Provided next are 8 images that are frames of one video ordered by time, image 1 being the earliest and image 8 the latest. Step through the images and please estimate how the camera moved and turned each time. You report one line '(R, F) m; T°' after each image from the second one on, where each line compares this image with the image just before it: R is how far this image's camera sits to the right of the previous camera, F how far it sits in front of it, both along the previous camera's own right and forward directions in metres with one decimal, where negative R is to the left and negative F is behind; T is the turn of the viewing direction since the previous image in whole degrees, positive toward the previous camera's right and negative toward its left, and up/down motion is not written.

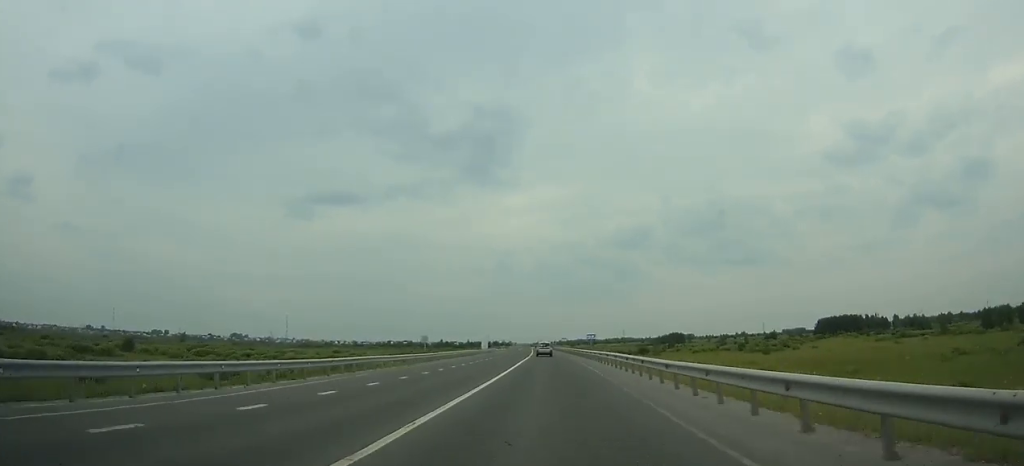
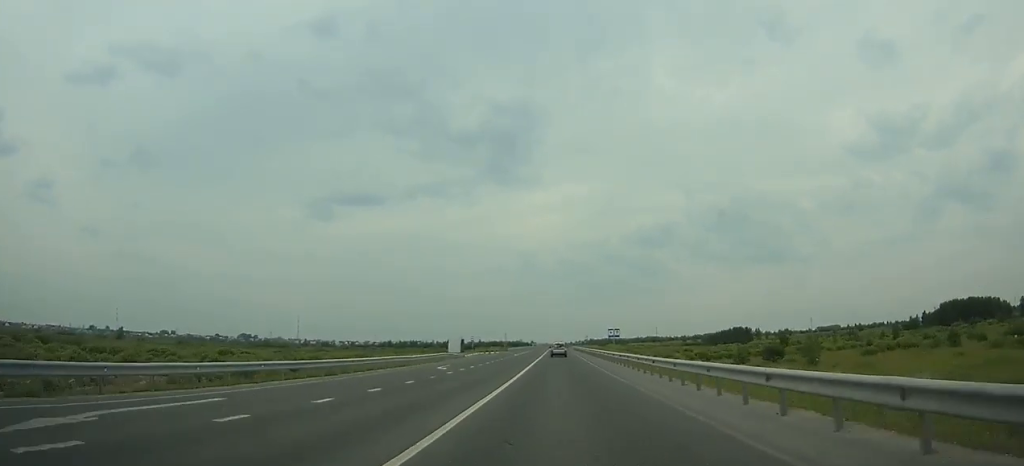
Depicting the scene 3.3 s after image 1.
(-1.6, +90.9) m; -1°
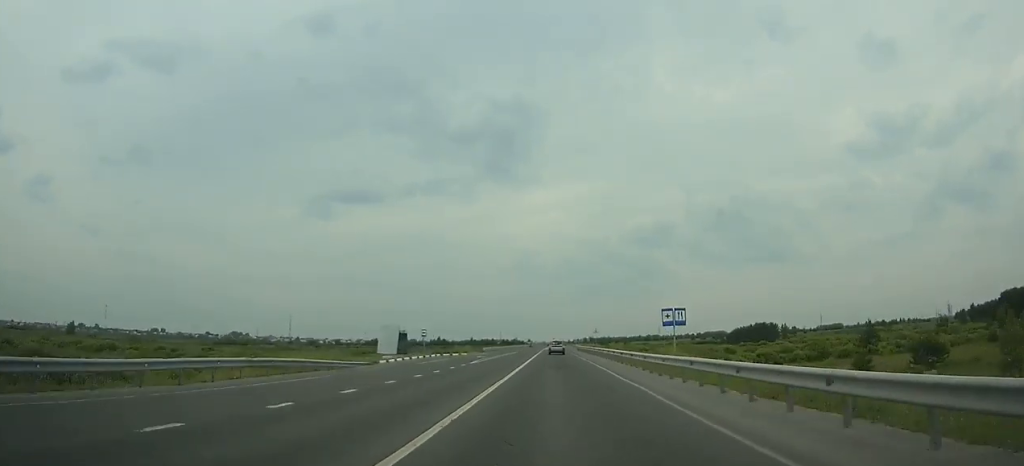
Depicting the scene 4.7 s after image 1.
(0.0, +37.4) m; 0°
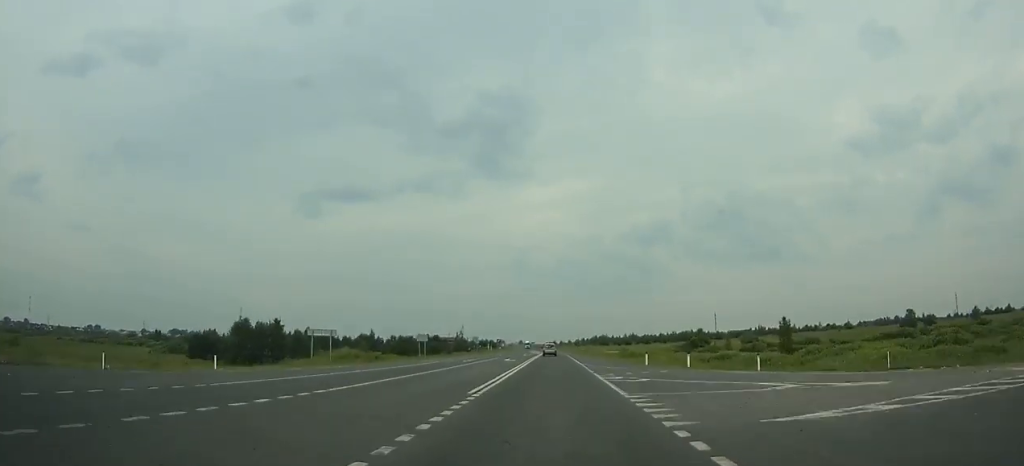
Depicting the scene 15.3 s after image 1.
(+0.9, +278.3) m; -1°
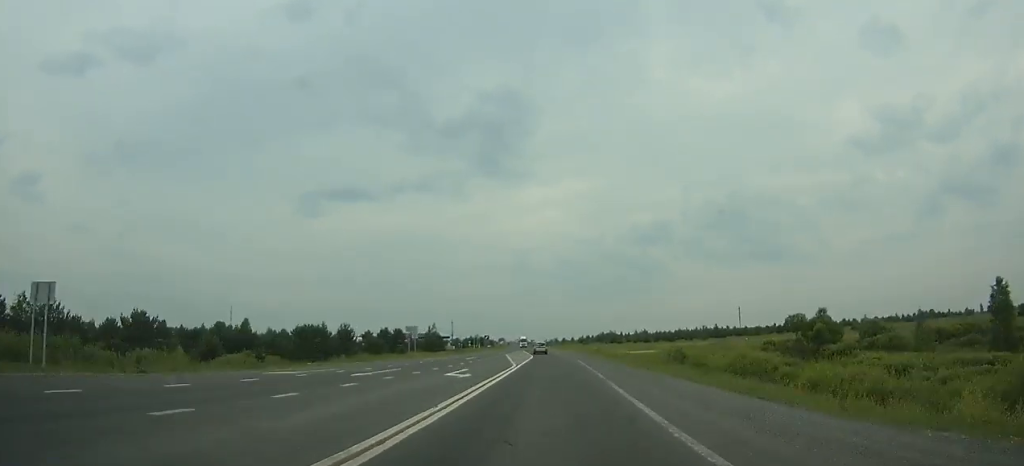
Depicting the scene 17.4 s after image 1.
(-0.3, +58.6) m; -1°
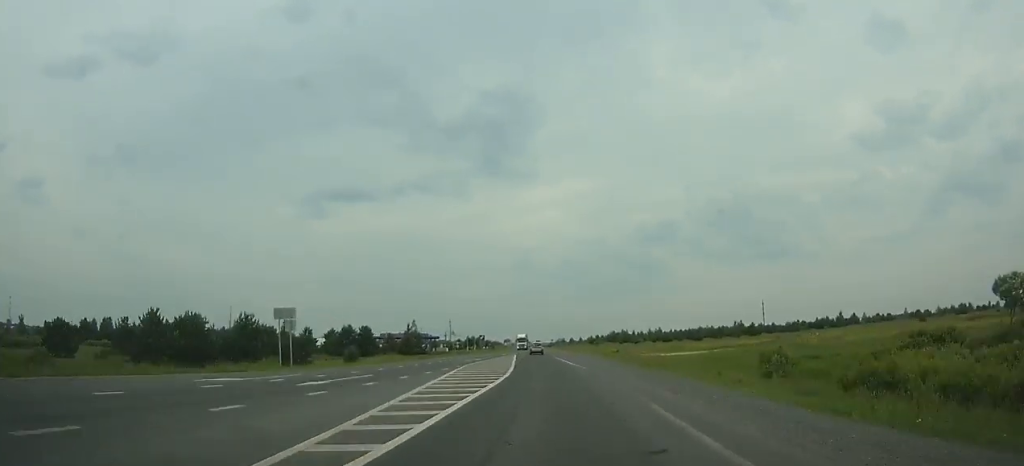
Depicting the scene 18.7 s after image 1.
(+0.2, +36.3) m; -1°
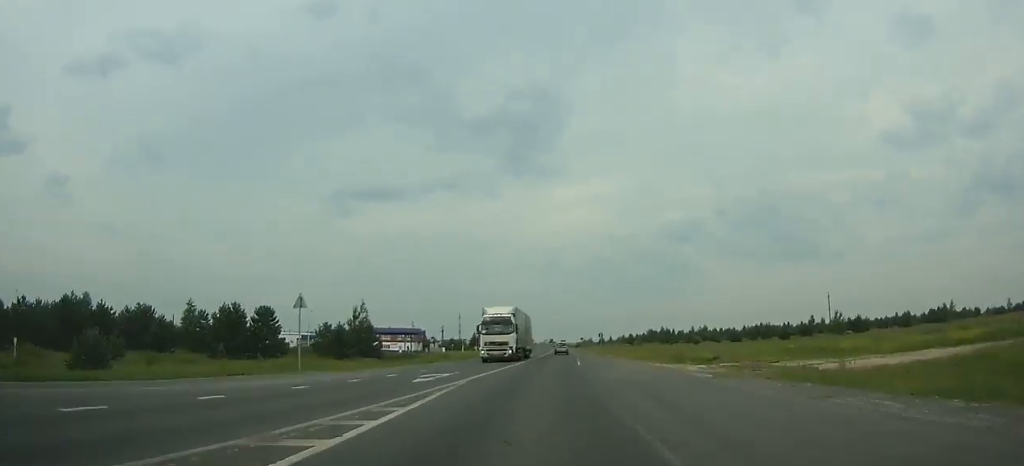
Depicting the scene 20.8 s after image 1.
(-1.0, +58.3) m; -1°
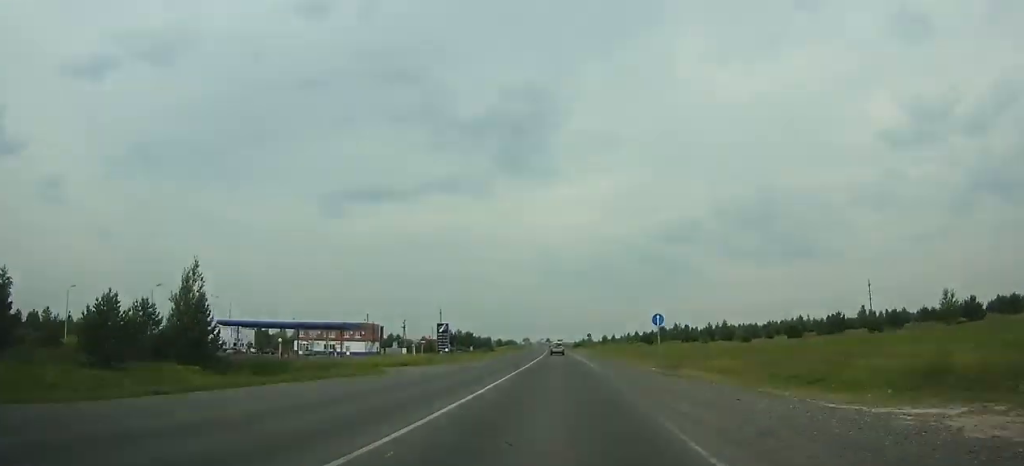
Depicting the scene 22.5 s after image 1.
(-0.2, +46.9) m; 0°
